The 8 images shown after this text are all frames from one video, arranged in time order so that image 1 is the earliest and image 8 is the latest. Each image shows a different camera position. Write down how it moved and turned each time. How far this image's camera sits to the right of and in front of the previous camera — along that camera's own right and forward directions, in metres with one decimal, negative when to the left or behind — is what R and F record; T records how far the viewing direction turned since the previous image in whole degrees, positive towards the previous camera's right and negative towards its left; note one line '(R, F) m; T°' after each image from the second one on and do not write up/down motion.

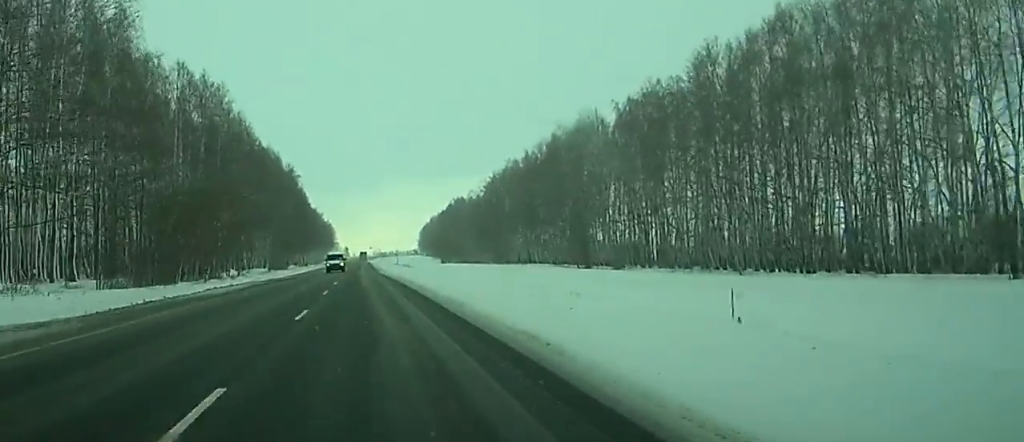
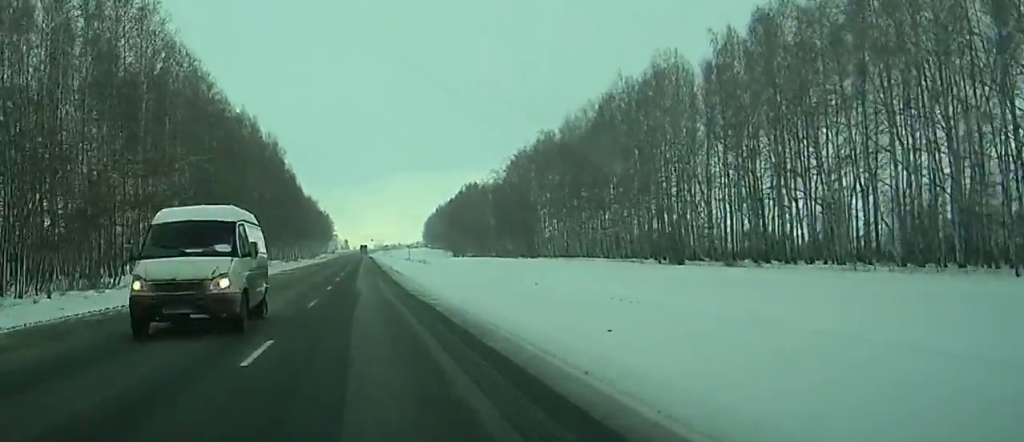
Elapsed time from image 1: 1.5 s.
(-0.2, +43.1) m; 0°
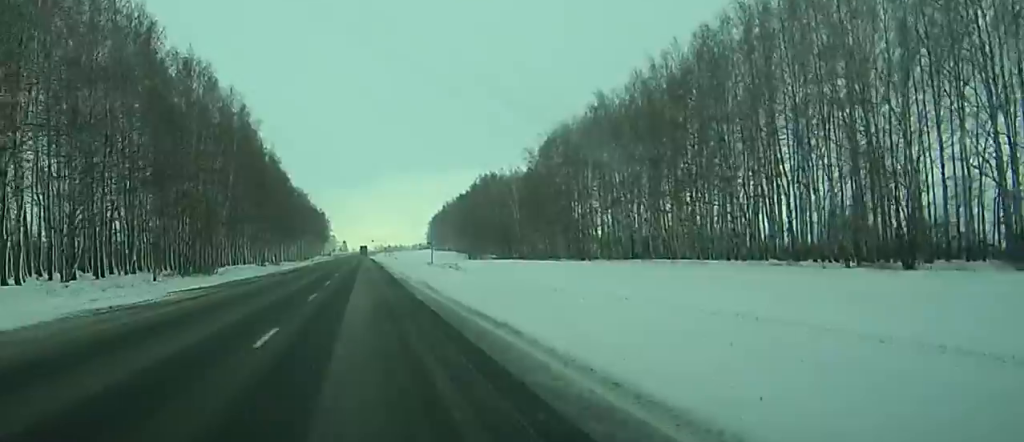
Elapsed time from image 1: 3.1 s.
(-0.1, +46.0) m; 0°
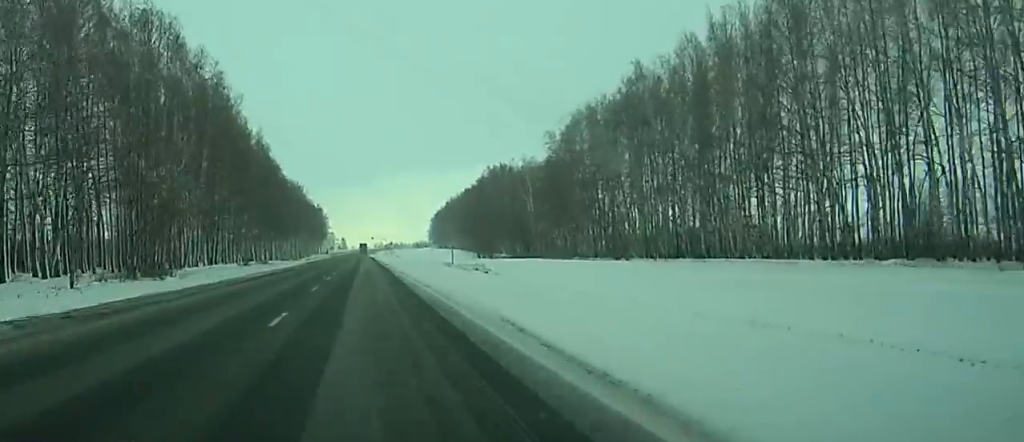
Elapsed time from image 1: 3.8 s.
(+0.1, +21.1) m; 0°
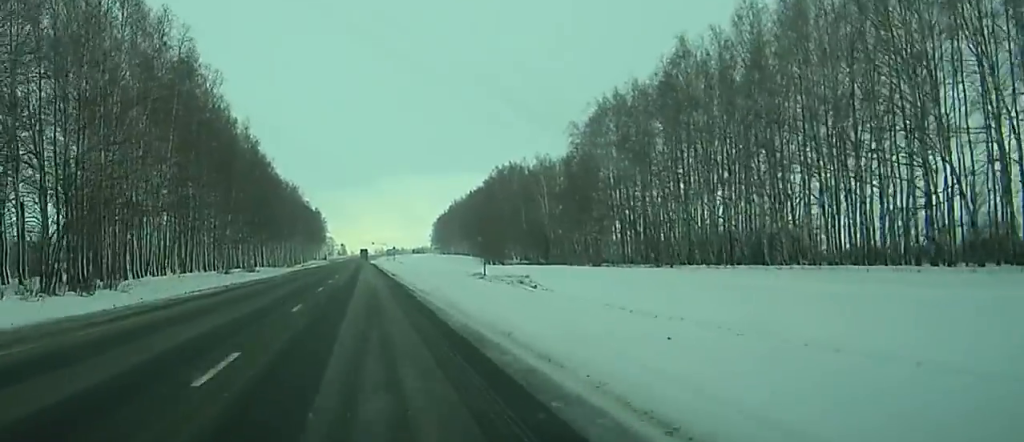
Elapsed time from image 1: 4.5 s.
(0.0, +18.2) m; 0°
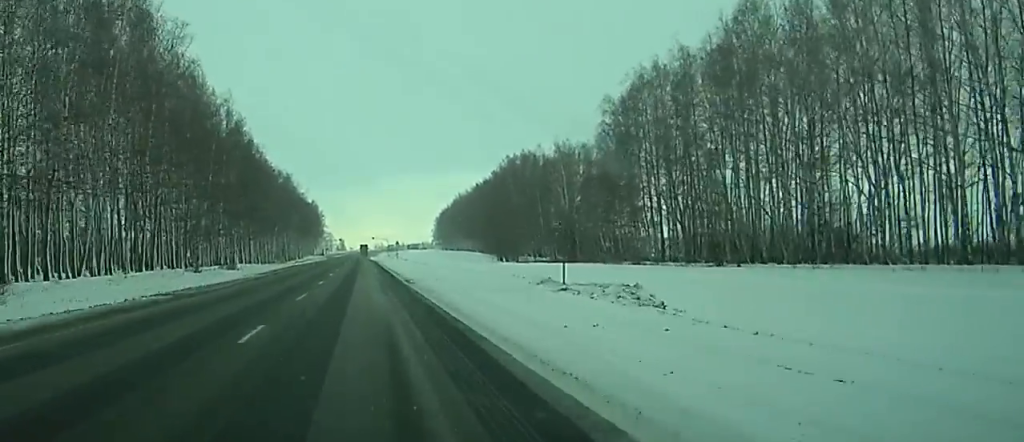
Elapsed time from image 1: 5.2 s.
(0.0, +20.2) m; 0°
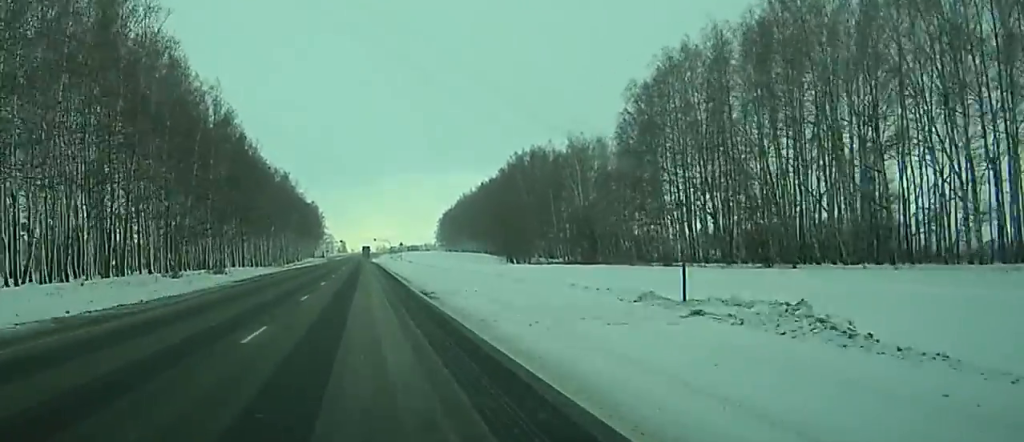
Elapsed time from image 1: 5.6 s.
(0.0, +11.5) m; 0°
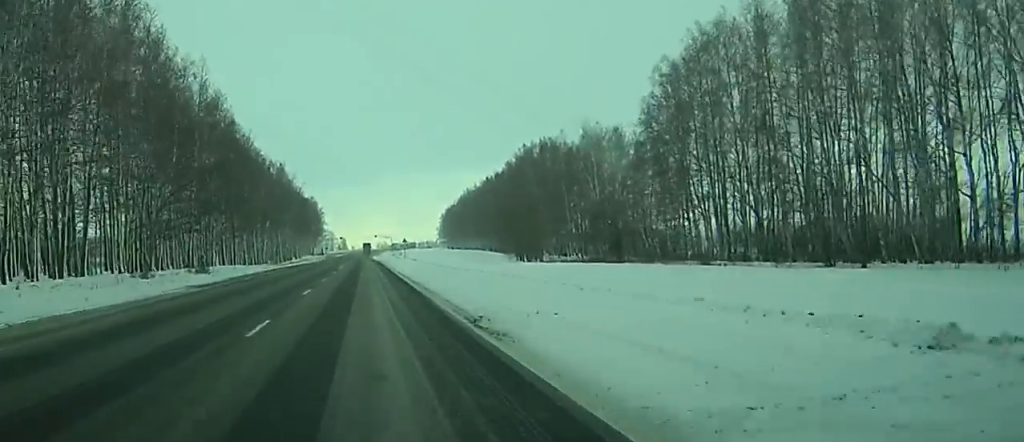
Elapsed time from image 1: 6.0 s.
(0.0, +11.5) m; 0°
